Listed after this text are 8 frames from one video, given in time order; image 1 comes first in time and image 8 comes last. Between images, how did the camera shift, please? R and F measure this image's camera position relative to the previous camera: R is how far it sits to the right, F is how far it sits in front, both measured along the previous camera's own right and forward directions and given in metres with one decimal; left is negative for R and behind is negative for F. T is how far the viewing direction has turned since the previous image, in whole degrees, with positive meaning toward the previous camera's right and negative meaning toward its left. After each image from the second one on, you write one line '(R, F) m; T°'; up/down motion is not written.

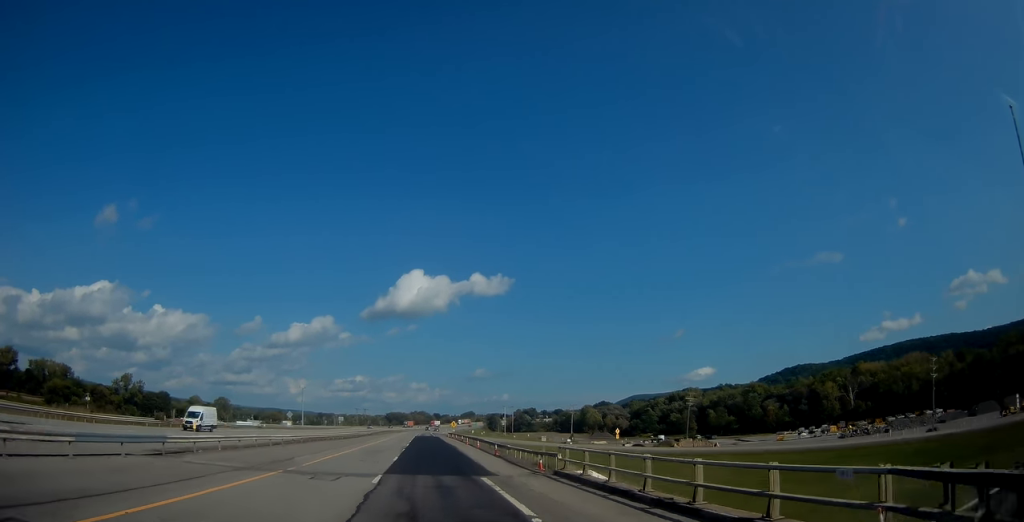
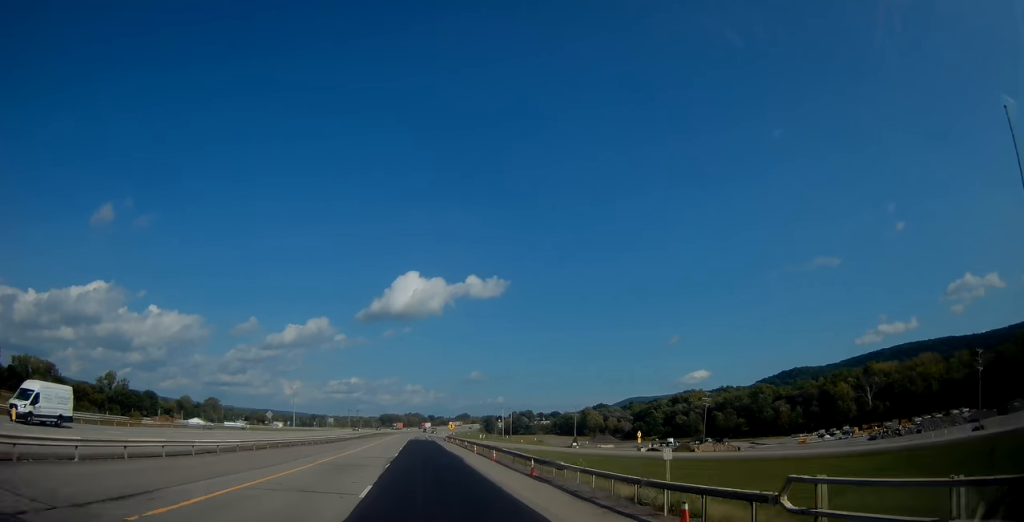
(-0.1, +14.5) m; 0°
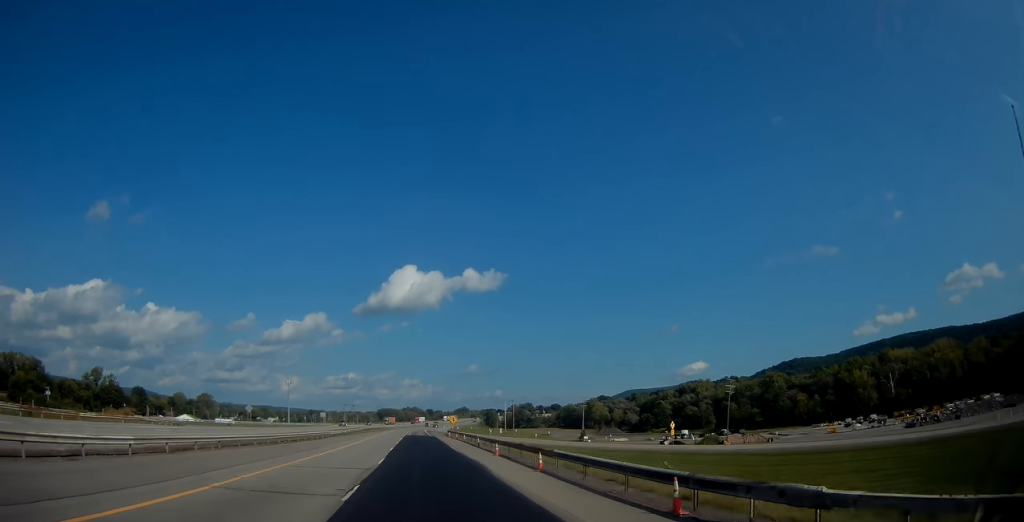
(-0.1, +14.5) m; 0°
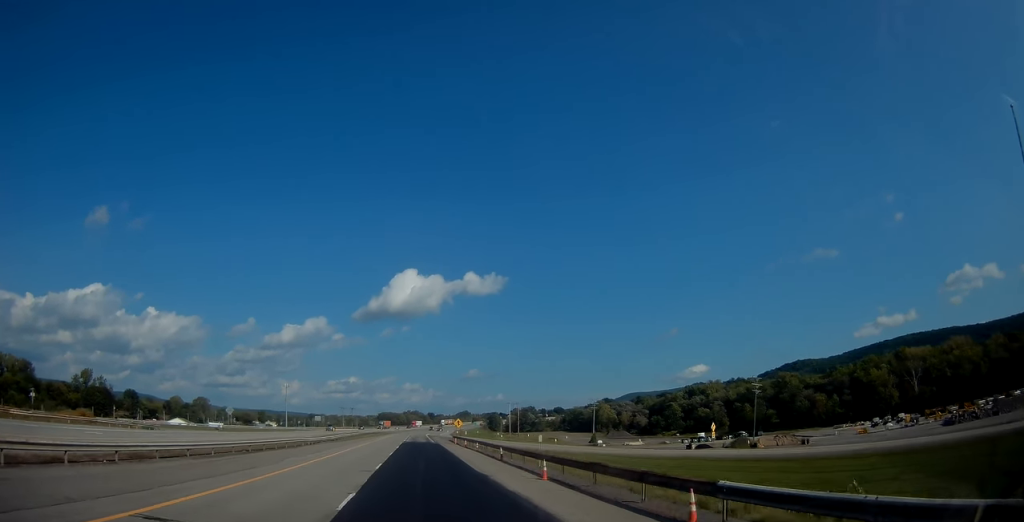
(0.0, +12.5) m; 0°
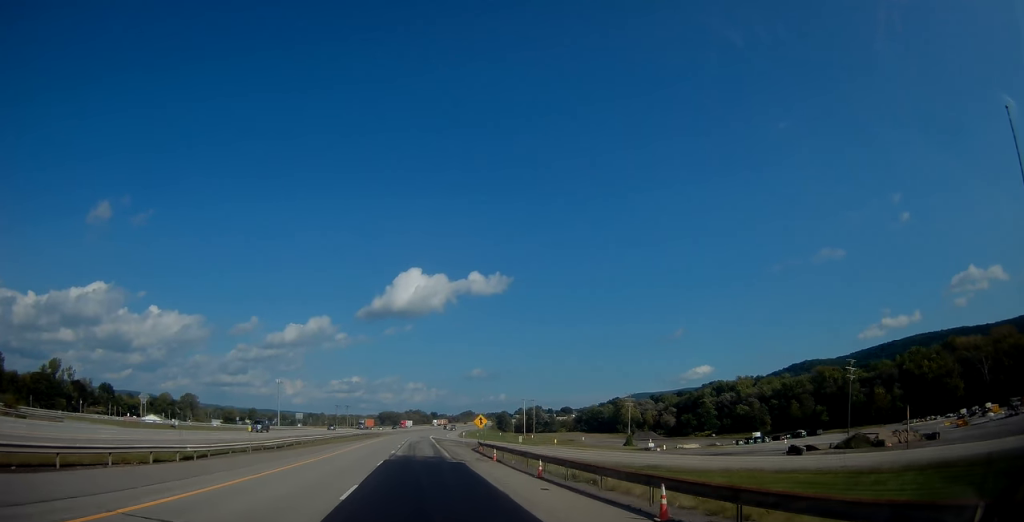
(+0.3, +34.8) m; +1°
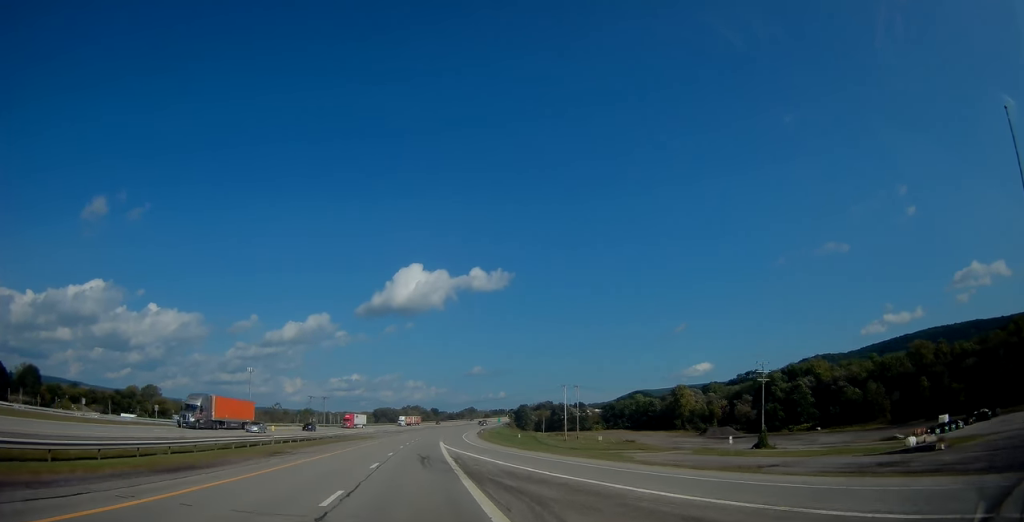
(-0.8, +75.1) m; -1°
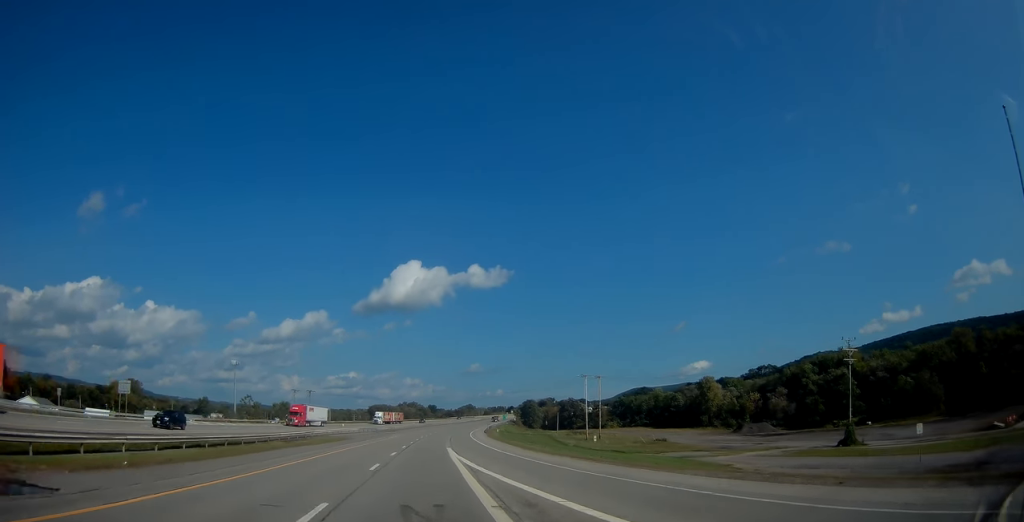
(0.0, +26.9) m; +1°
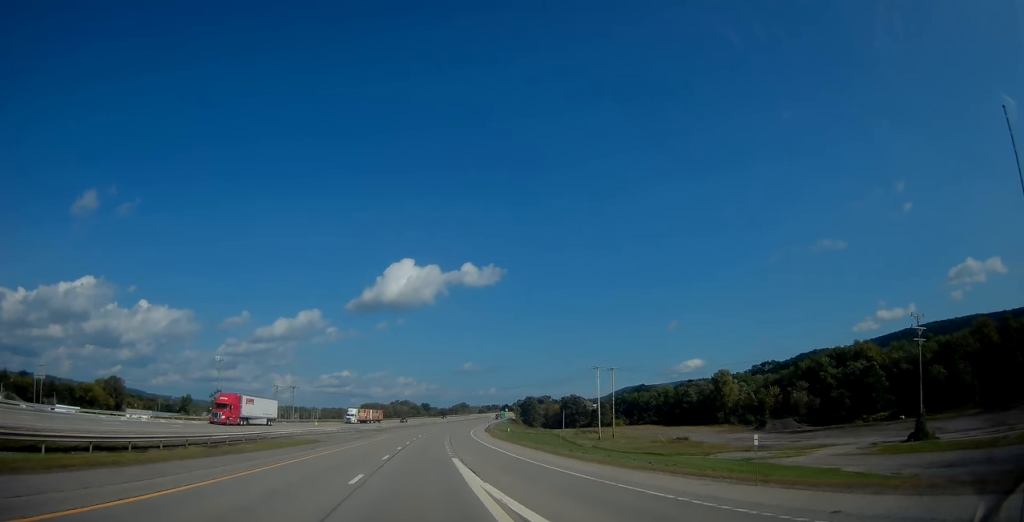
(+0.2, +17.4) m; 0°
